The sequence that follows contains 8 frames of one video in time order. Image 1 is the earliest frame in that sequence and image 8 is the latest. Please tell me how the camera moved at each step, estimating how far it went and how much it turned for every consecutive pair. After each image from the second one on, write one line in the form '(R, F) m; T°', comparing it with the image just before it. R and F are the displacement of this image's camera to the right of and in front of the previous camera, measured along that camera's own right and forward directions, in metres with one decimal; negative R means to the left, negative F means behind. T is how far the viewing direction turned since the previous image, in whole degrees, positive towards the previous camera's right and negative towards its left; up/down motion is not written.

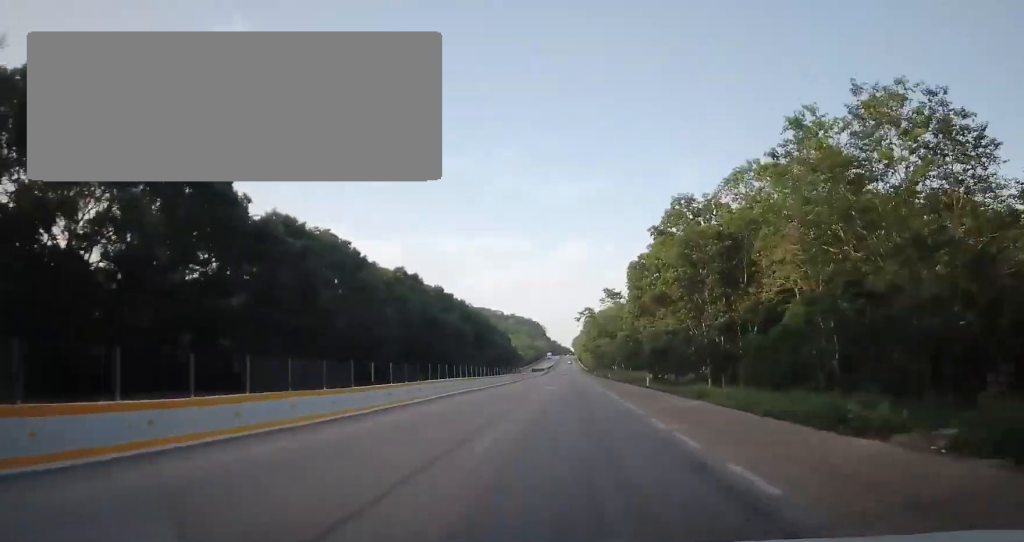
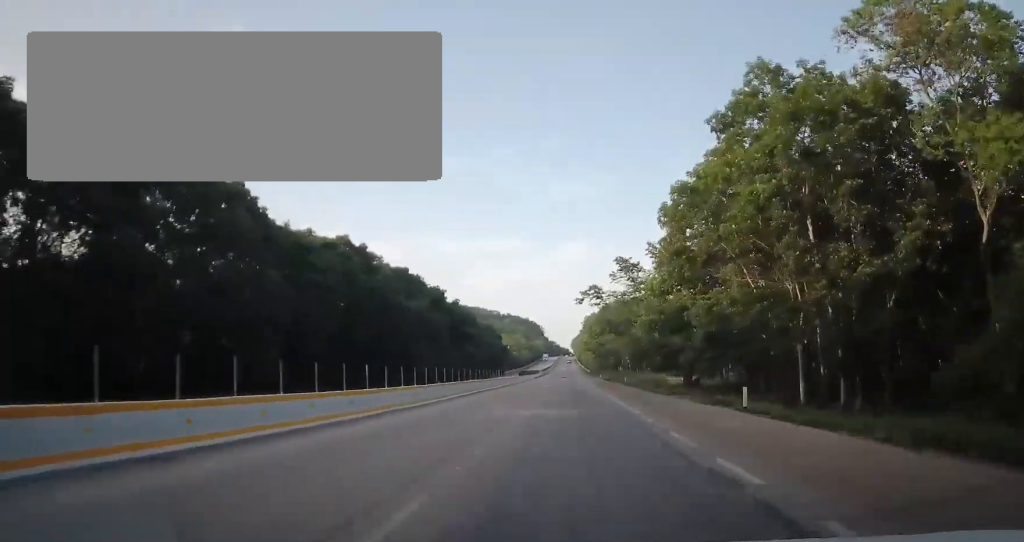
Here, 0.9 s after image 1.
(-0.4, +23.9) m; 0°
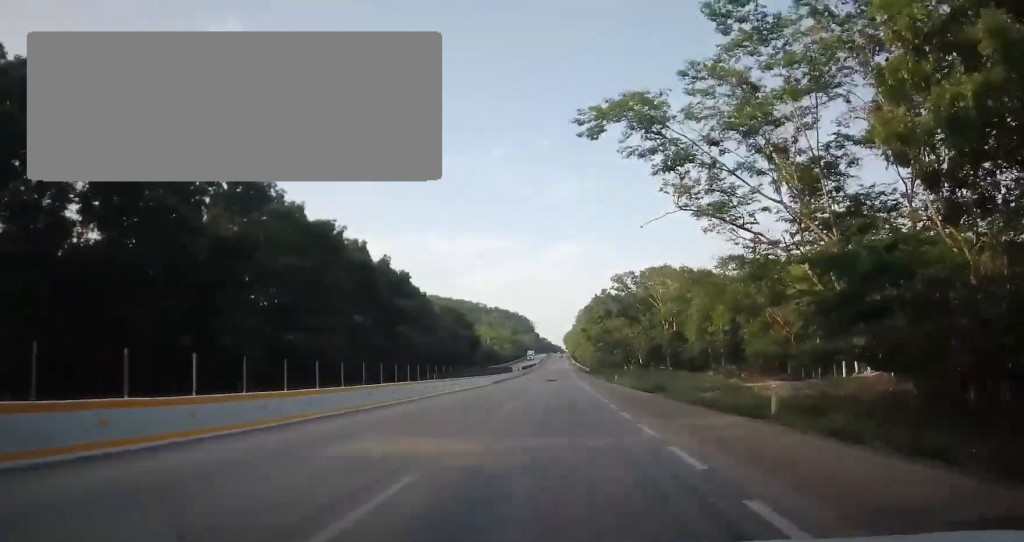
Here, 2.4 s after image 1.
(+0.7, +44.4) m; +1°
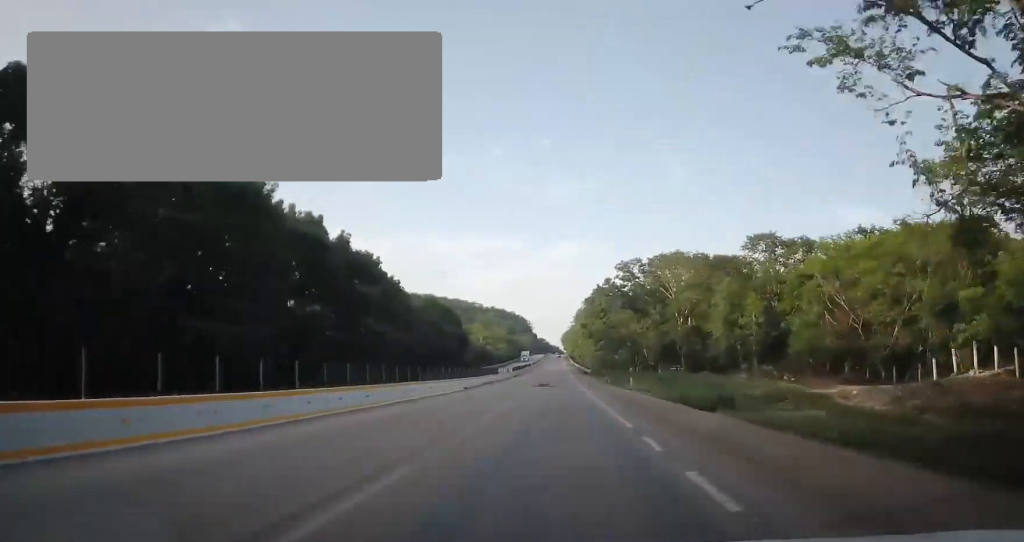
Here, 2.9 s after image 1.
(+0.1, +14.7) m; -1°
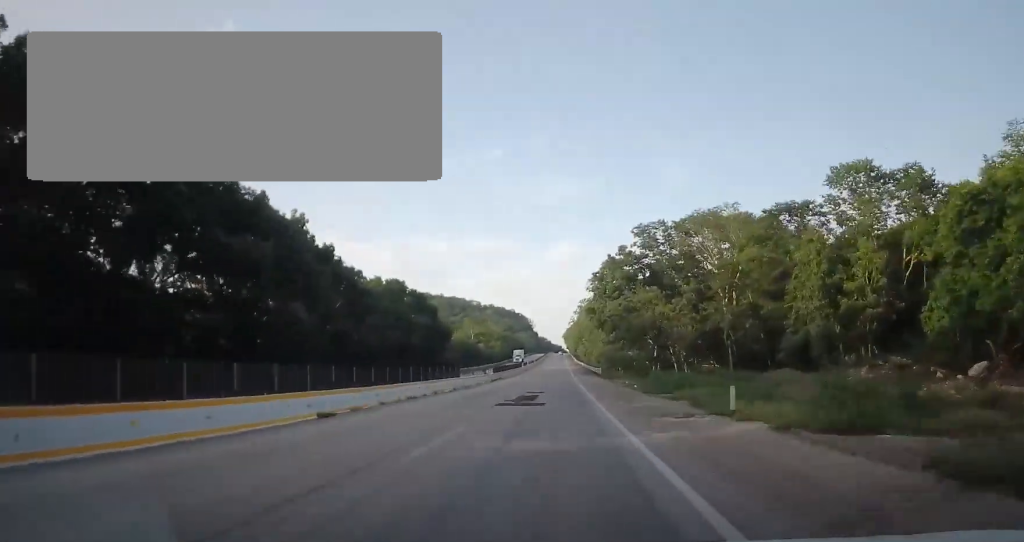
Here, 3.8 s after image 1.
(-0.4, +24.5) m; 0°
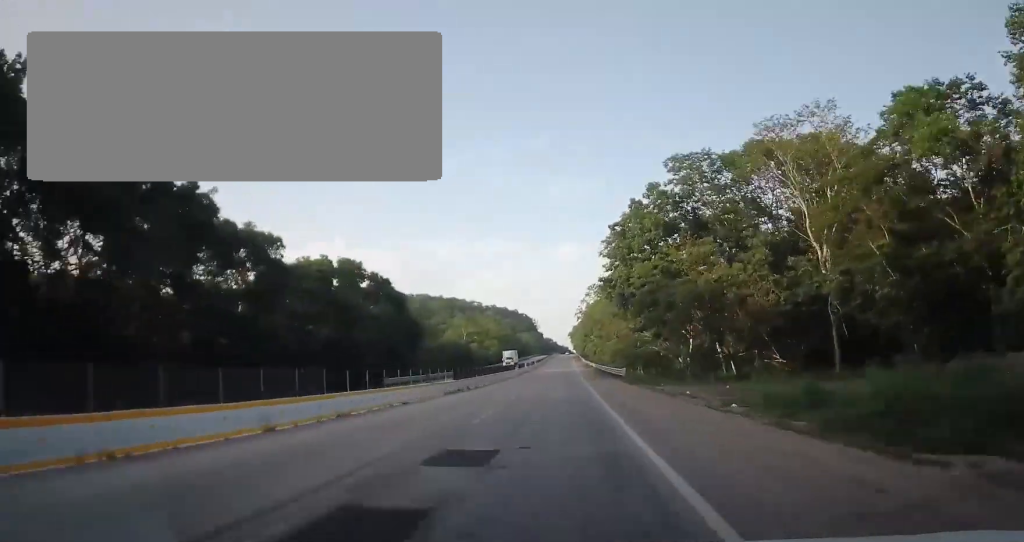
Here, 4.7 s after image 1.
(+0.2, +24.5) m; 0°
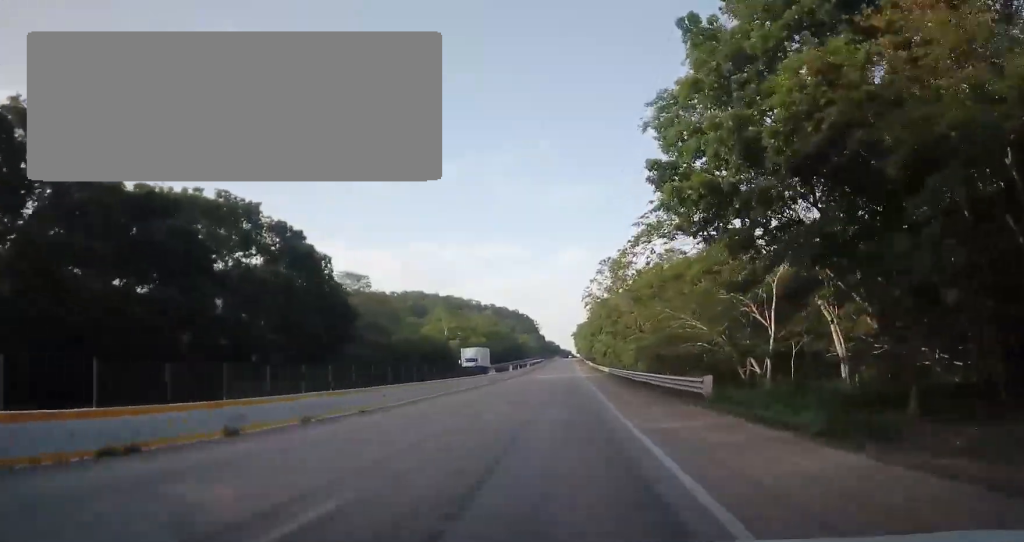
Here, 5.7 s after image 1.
(0.0, +29.6) m; 0°
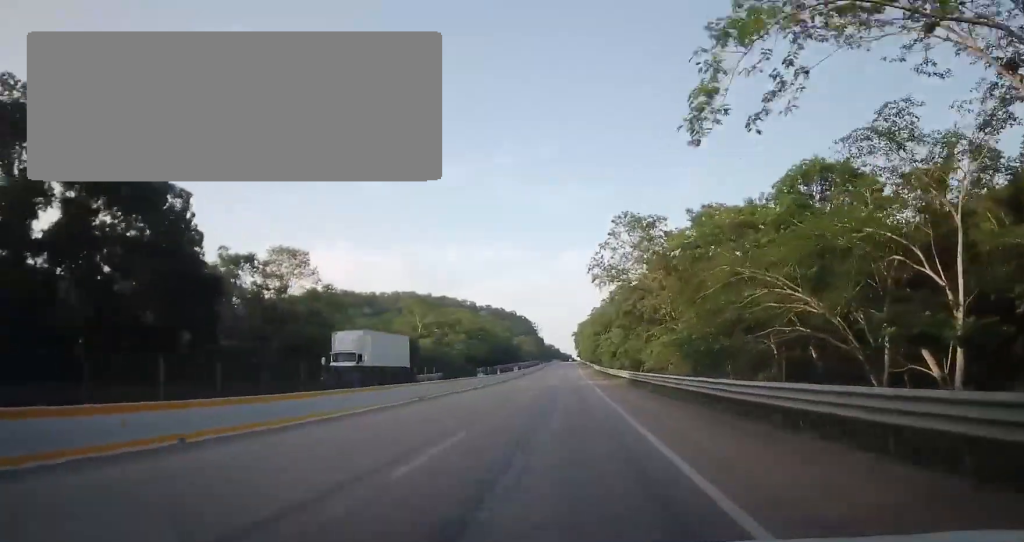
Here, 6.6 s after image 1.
(-0.3, +23.9) m; 0°
